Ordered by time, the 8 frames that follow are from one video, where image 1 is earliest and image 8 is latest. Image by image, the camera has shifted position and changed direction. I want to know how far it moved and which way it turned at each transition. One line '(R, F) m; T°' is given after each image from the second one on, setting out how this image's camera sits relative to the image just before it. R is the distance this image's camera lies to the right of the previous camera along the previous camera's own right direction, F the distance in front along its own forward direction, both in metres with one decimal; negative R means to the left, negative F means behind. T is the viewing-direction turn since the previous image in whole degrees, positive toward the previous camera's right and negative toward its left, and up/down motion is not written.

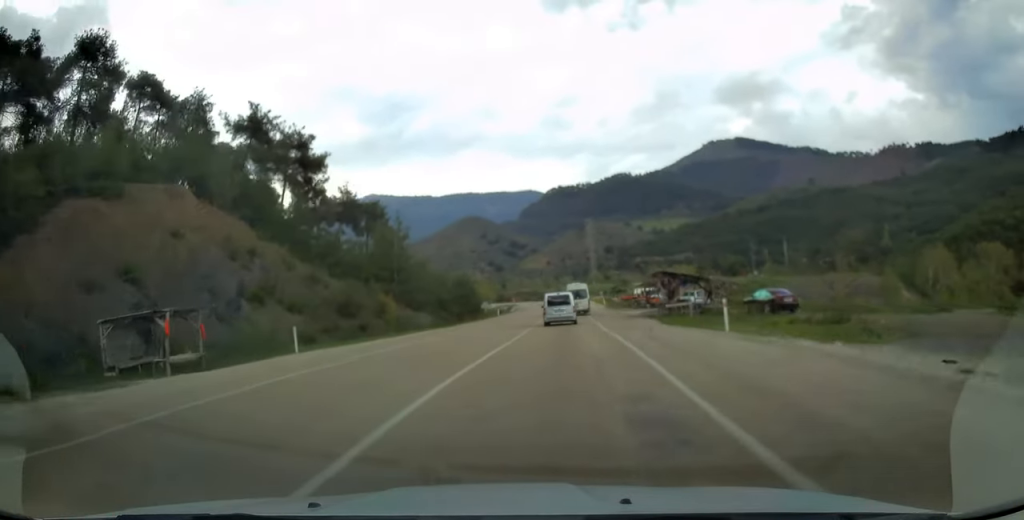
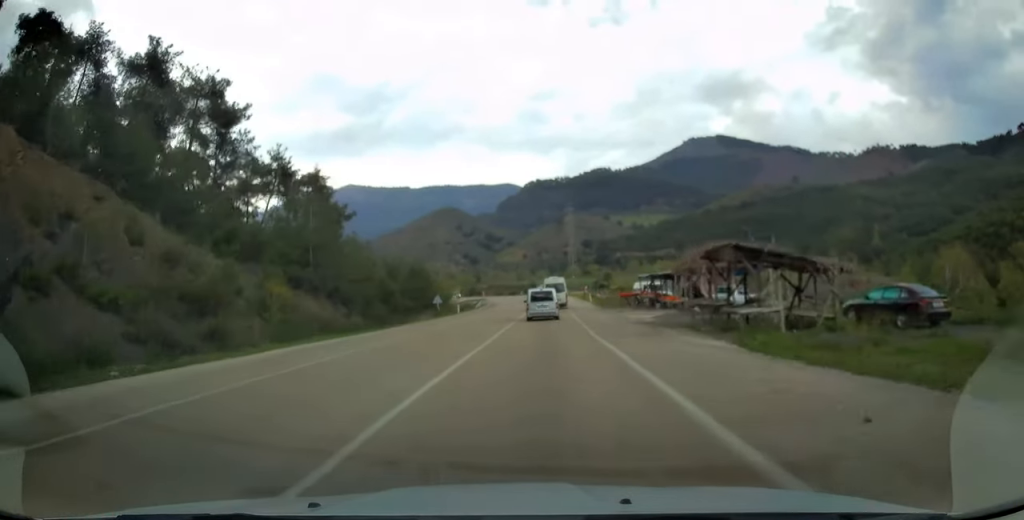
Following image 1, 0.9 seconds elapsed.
(+0.3, +15.7) m; +2°
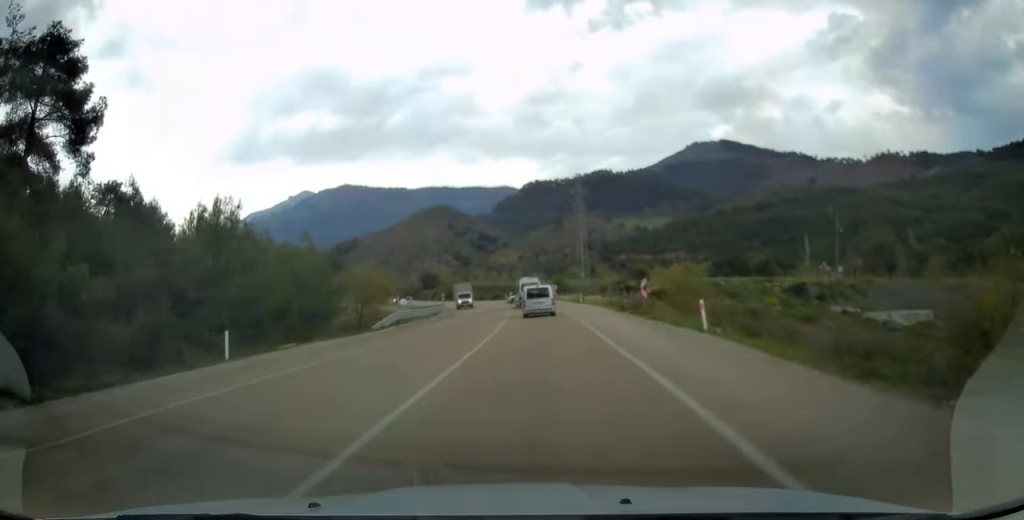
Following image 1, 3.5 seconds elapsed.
(+0.8, +46.0) m; +1°
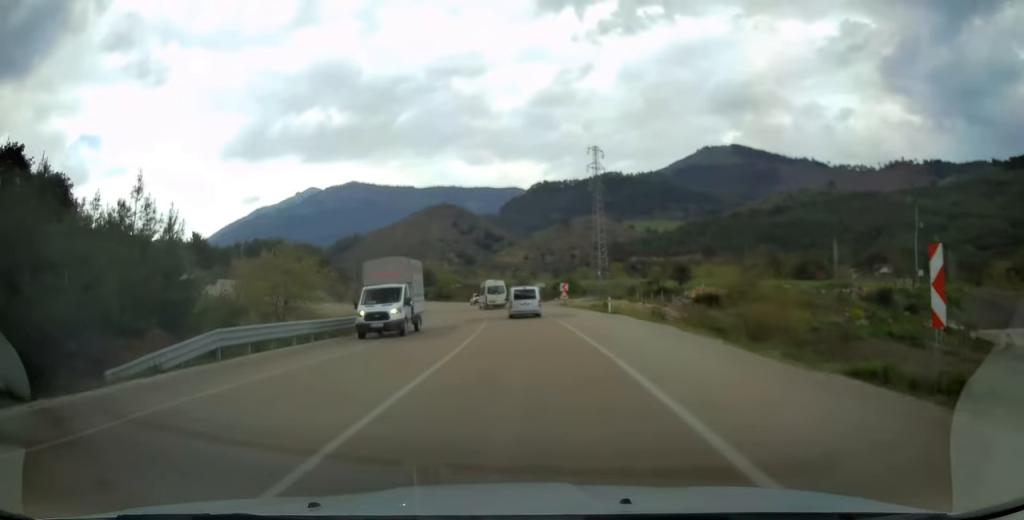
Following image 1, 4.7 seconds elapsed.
(0.0, +22.4) m; -1°
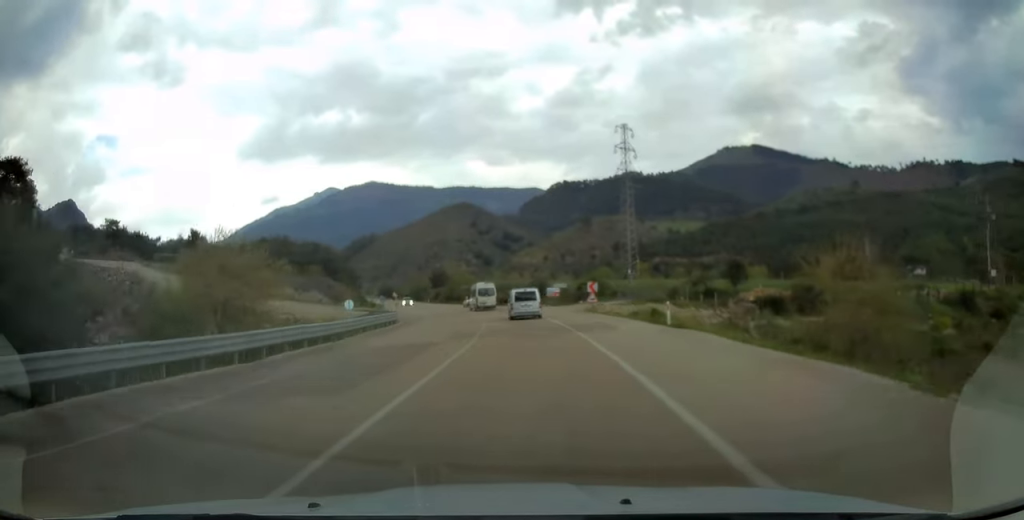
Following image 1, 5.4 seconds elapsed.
(-0.1, +12.0) m; -1°
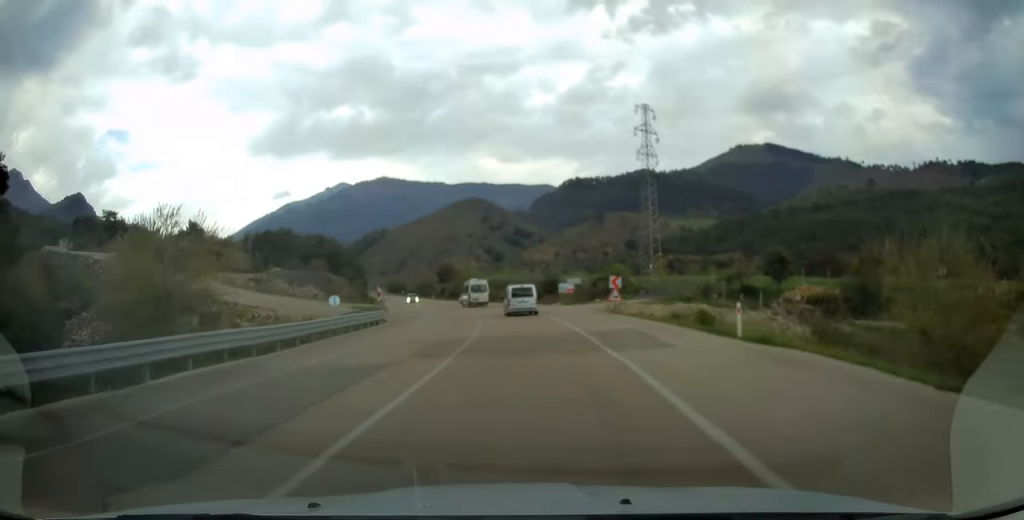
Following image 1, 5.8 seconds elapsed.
(0.0, +7.1) m; -1°
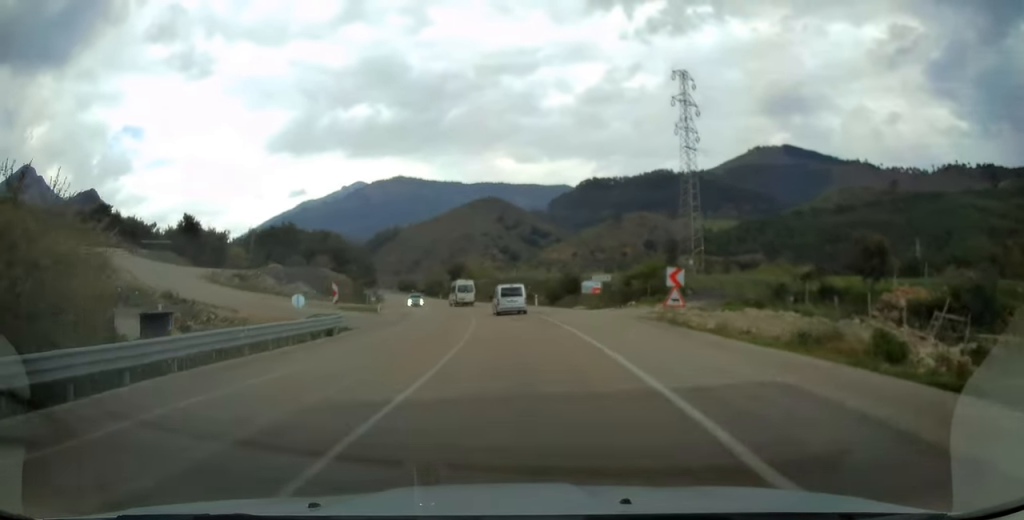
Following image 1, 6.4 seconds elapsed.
(-0.2, +11.2) m; -2°
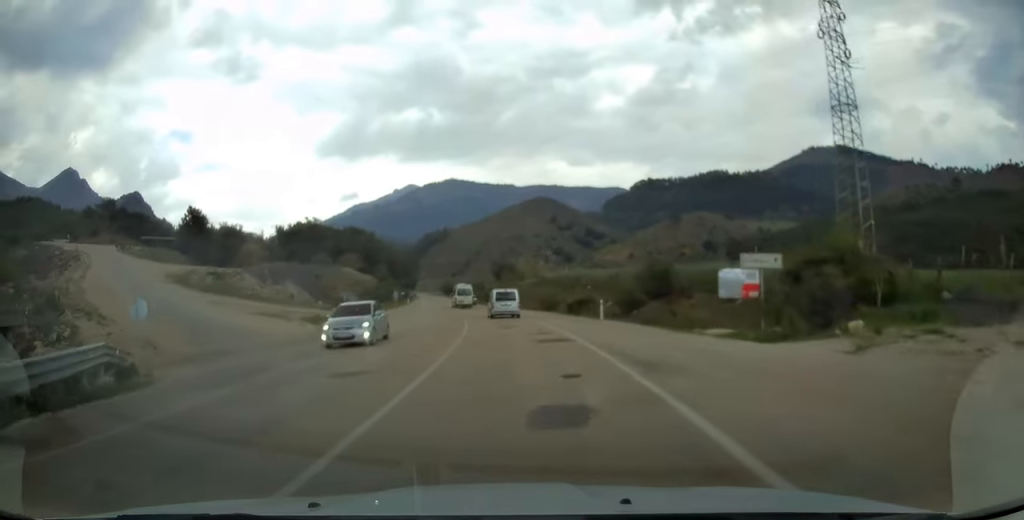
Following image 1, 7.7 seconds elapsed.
(-0.7, +22.3) m; -5°
